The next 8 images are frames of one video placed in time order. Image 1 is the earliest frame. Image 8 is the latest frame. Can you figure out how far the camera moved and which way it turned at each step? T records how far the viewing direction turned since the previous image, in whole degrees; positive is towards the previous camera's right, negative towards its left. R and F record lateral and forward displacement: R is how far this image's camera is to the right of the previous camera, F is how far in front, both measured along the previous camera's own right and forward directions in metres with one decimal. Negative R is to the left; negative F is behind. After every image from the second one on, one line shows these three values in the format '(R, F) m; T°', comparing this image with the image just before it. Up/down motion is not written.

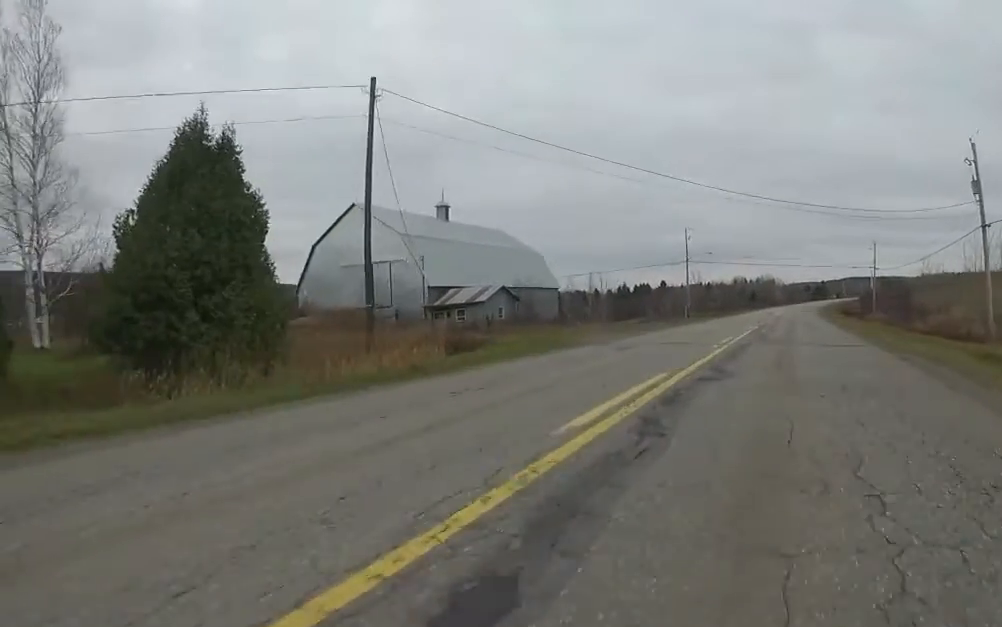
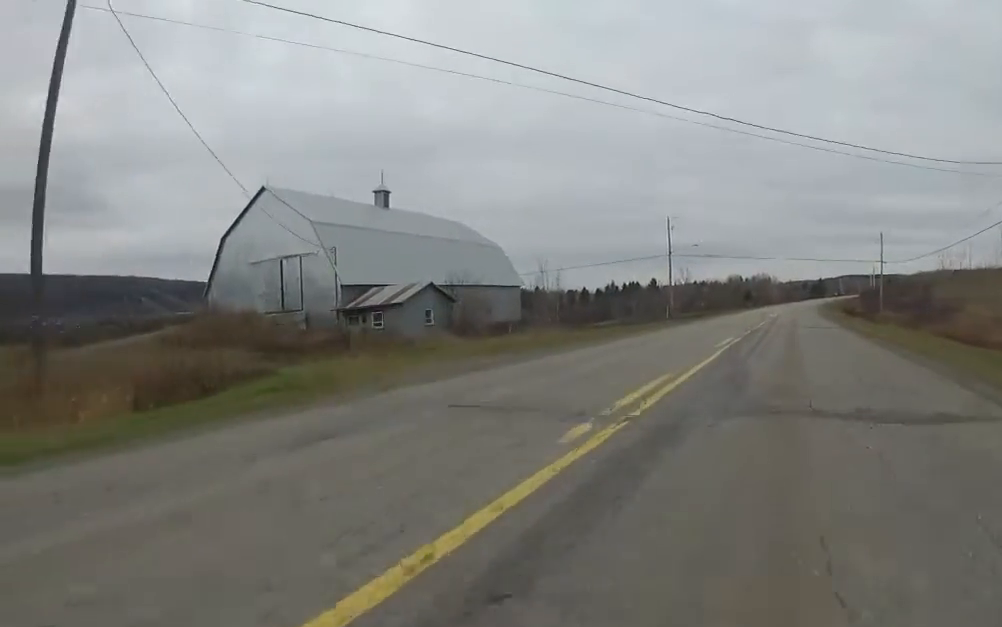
(0.0, +9.0) m; 0°
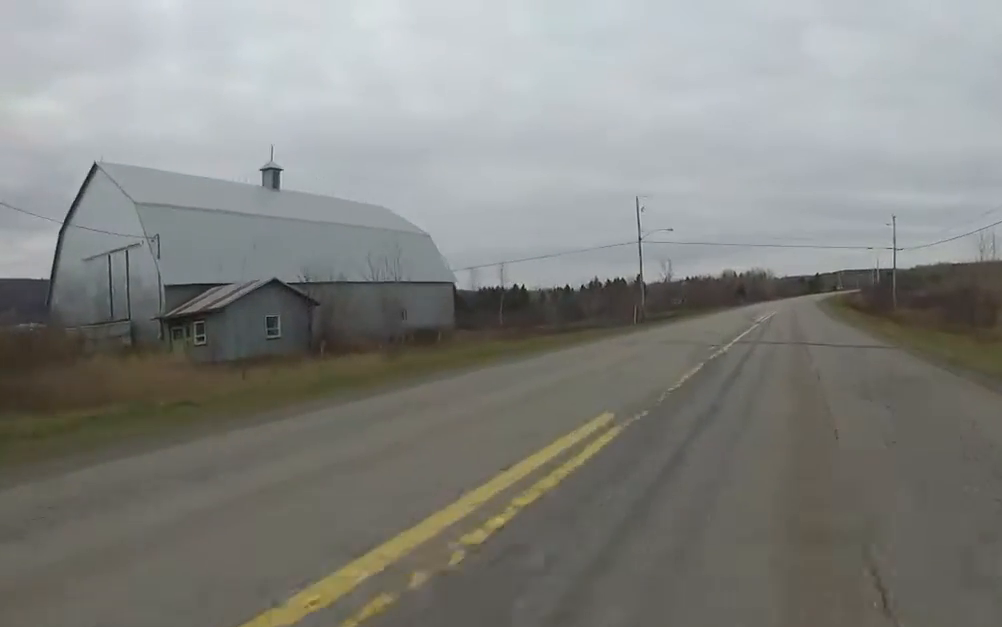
(0.0, +12.1) m; -1°
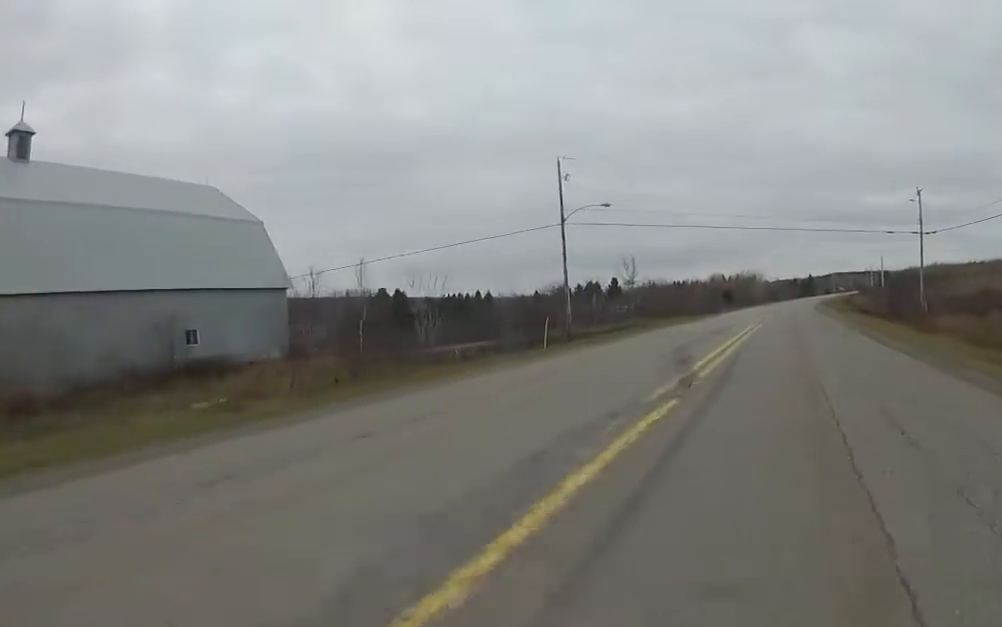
(-0.4, +17.6) m; -2°
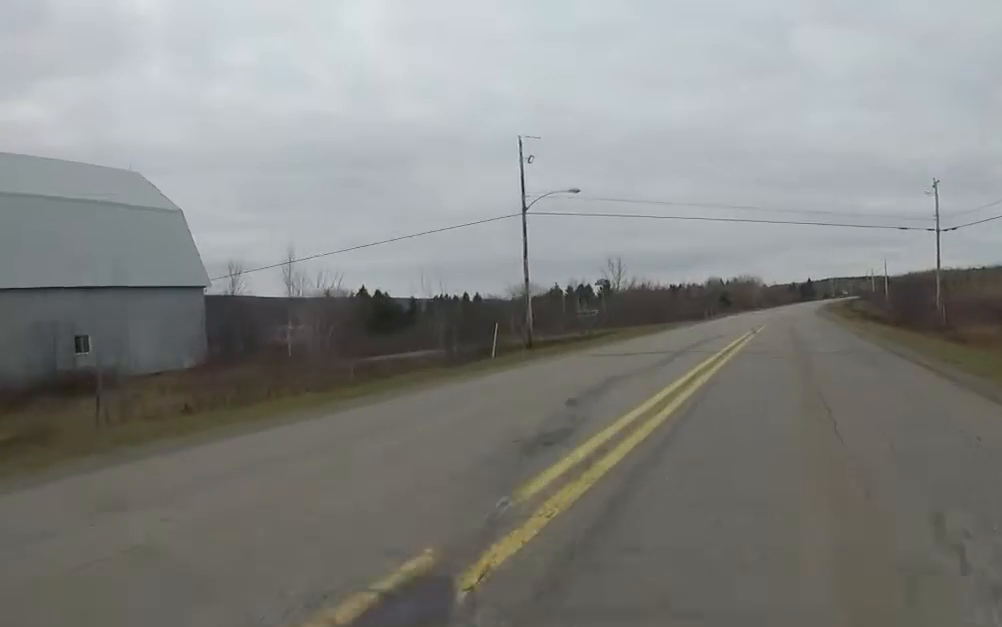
(+0.1, +5.8) m; -1°
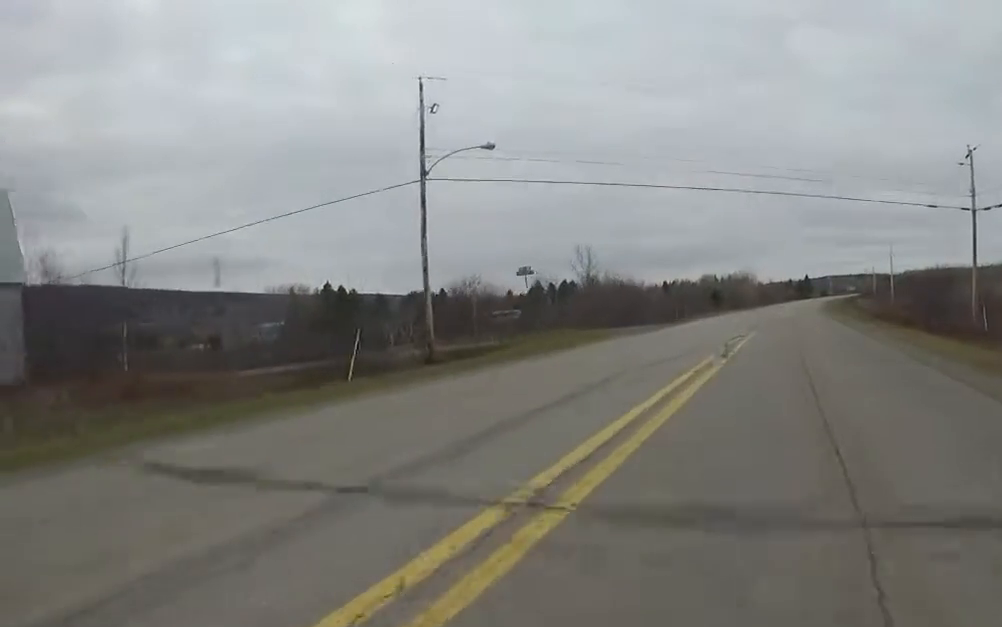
(-0.3, +9.0) m; +1°
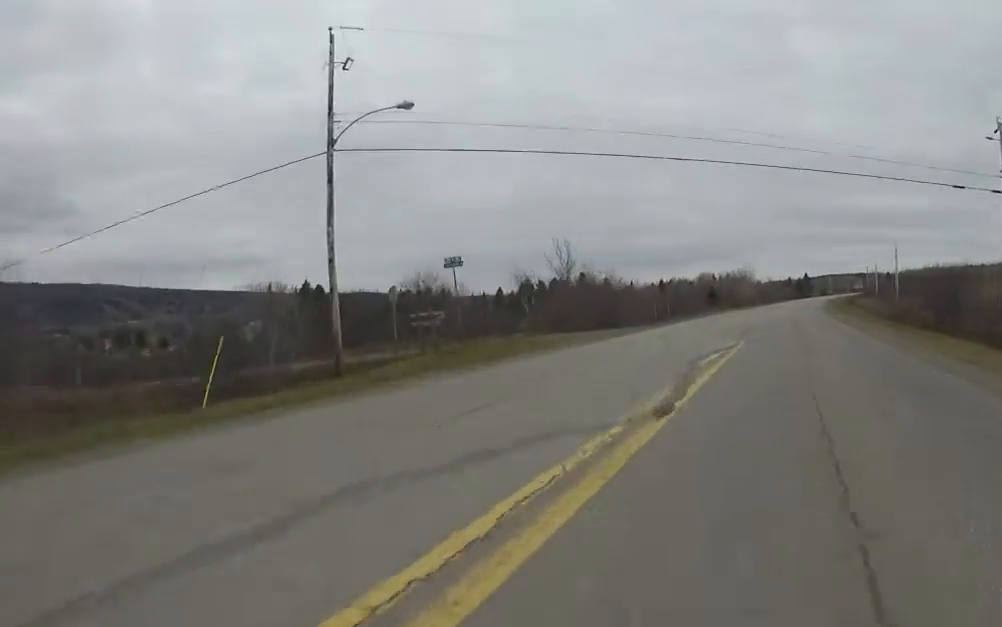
(0.0, +5.0) m; +3°
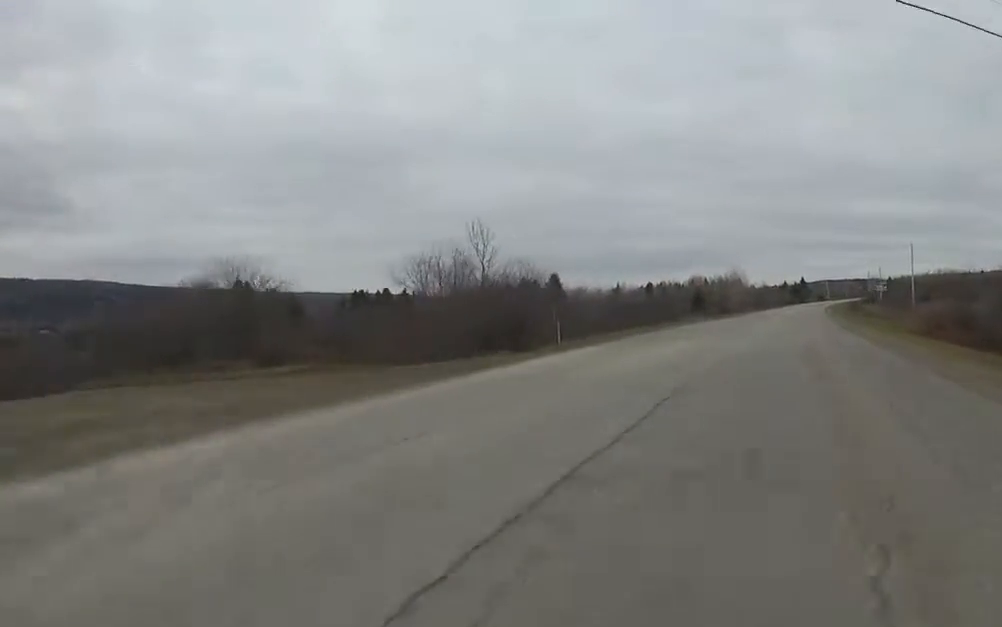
(+1.8, +13.4) m; +9°
